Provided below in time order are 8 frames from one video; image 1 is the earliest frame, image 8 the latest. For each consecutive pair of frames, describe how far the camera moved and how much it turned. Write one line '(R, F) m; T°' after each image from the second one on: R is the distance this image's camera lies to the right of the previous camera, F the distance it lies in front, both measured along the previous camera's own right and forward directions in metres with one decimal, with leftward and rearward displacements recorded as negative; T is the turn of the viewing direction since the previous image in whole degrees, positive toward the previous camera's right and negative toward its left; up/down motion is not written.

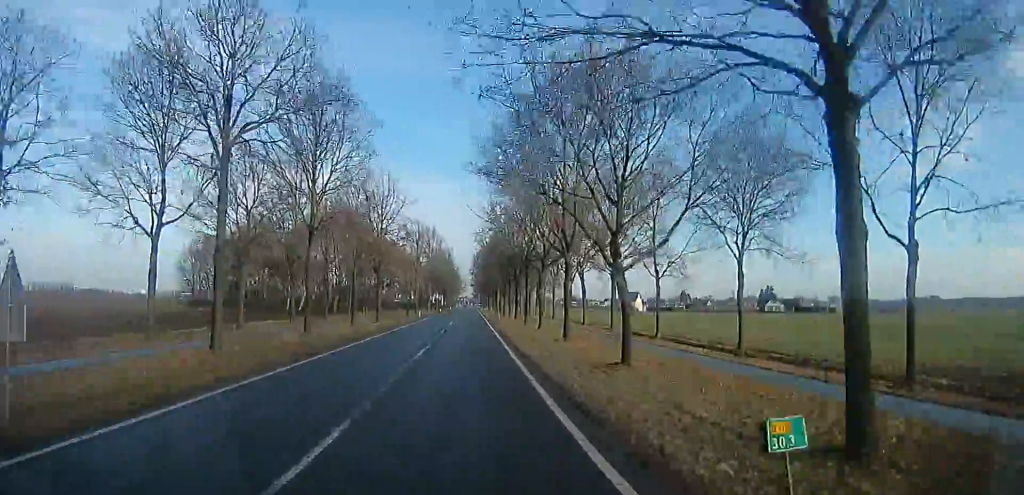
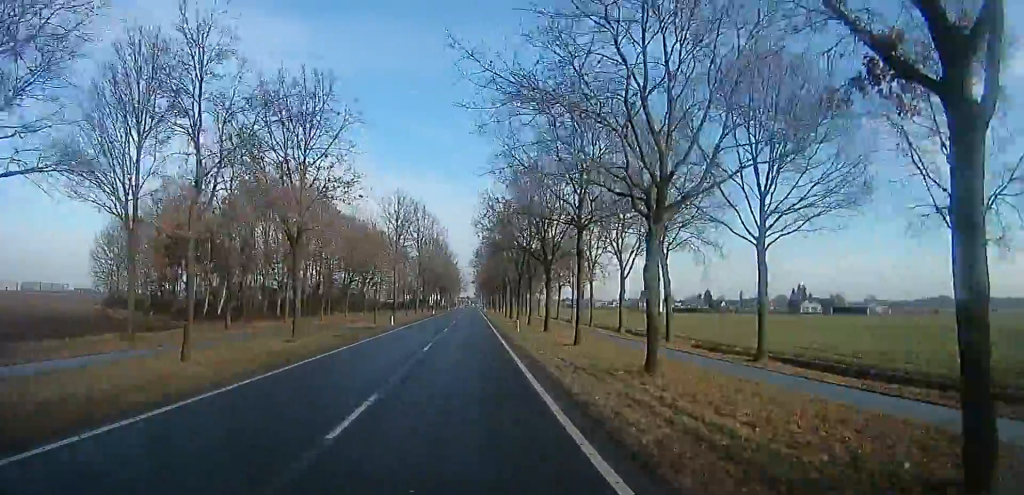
(-0.1, +21.8) m; 0°
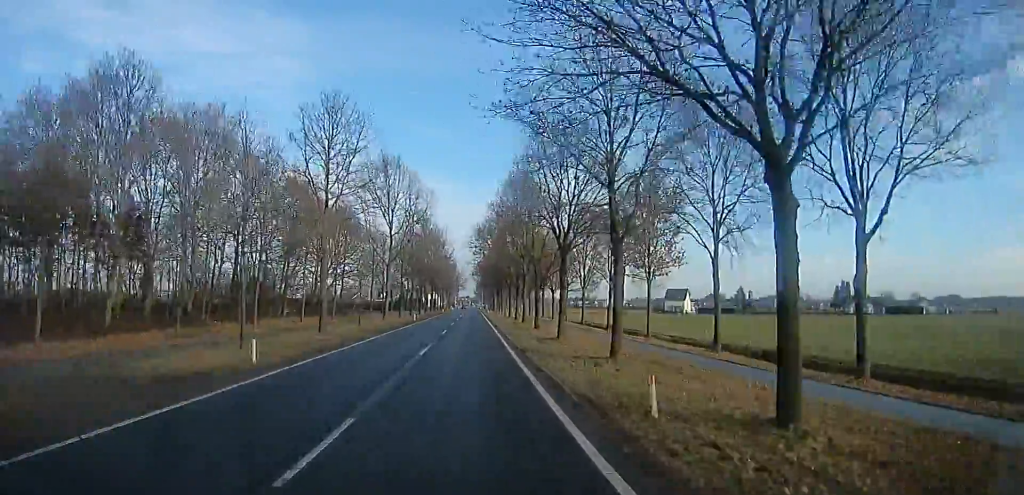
(+0.2, +25.5) m; +1°
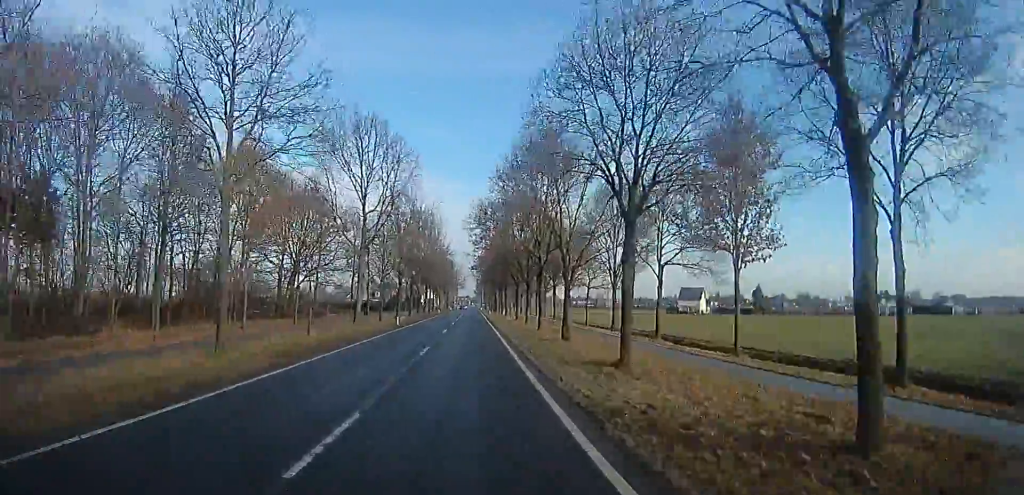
(0.0, +11.6) m; 0°
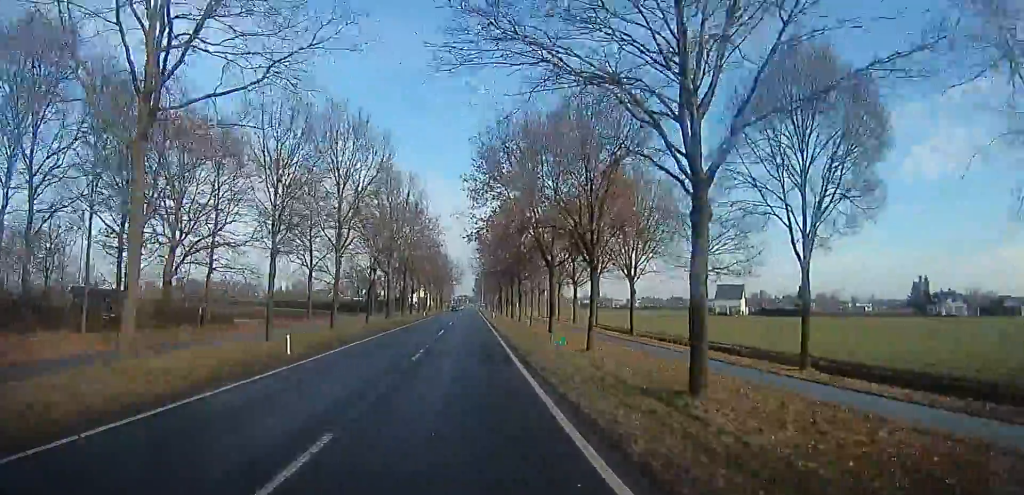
(-0.2, +25.2) m; -1°
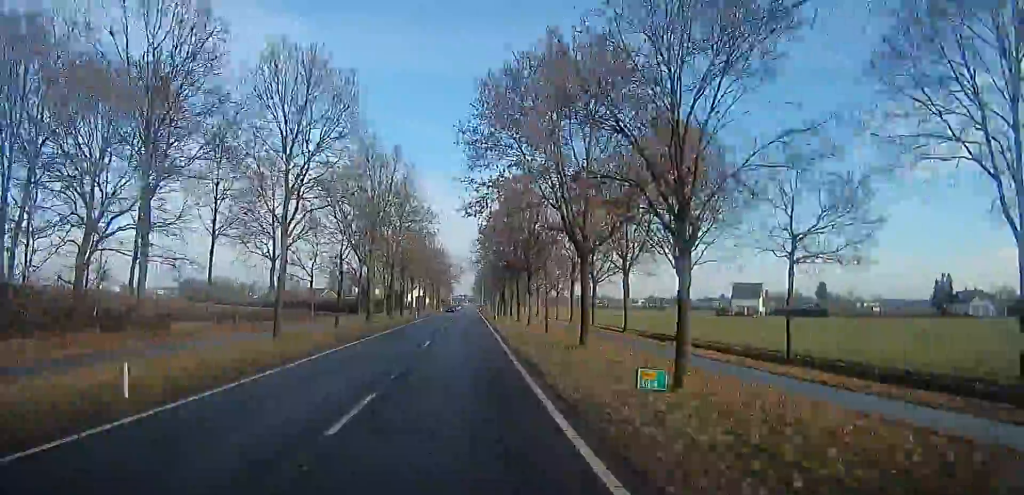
(0.0, +9.1) m; 0°
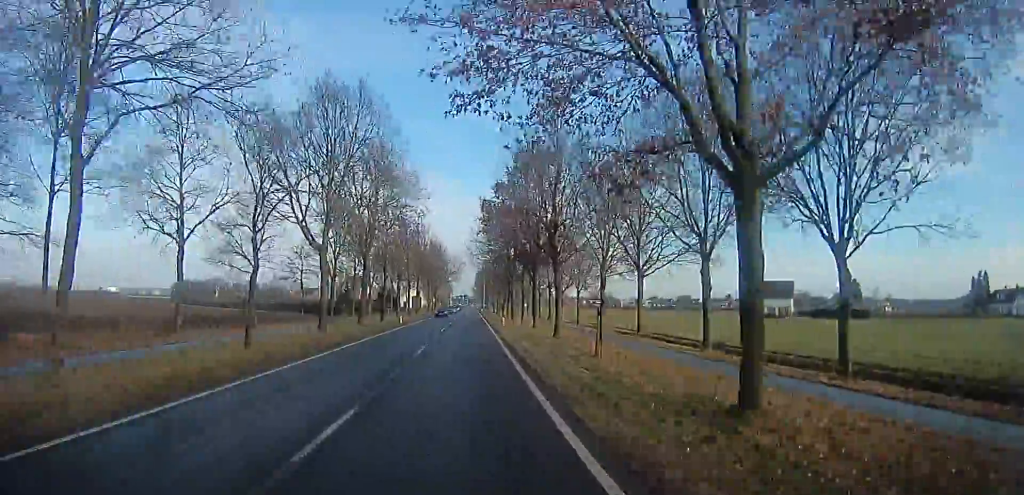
(0.0, +13.3) m; 0°
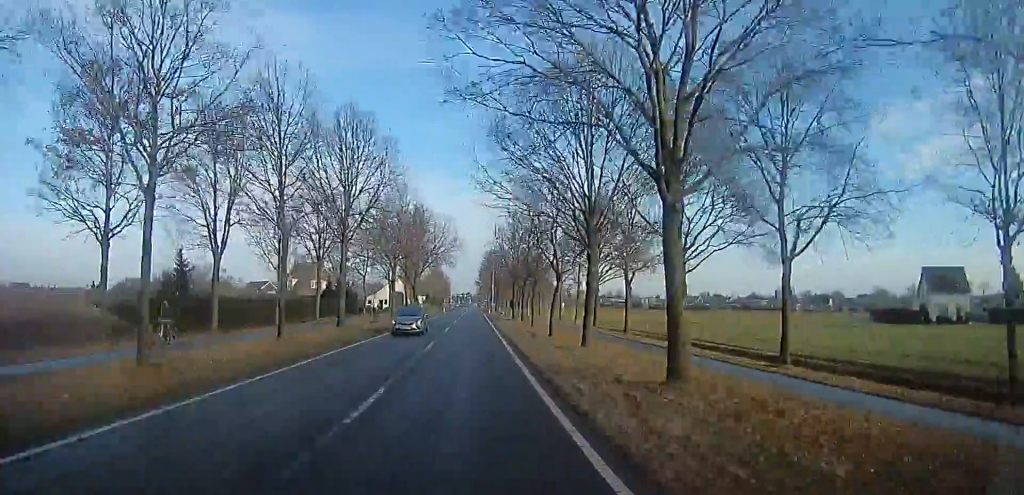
(0.0, +47.5) m; 0°
